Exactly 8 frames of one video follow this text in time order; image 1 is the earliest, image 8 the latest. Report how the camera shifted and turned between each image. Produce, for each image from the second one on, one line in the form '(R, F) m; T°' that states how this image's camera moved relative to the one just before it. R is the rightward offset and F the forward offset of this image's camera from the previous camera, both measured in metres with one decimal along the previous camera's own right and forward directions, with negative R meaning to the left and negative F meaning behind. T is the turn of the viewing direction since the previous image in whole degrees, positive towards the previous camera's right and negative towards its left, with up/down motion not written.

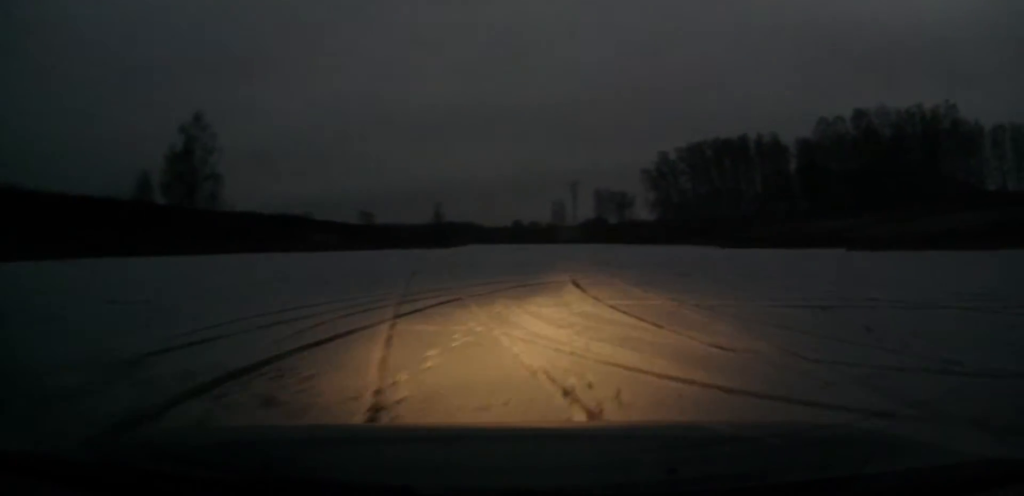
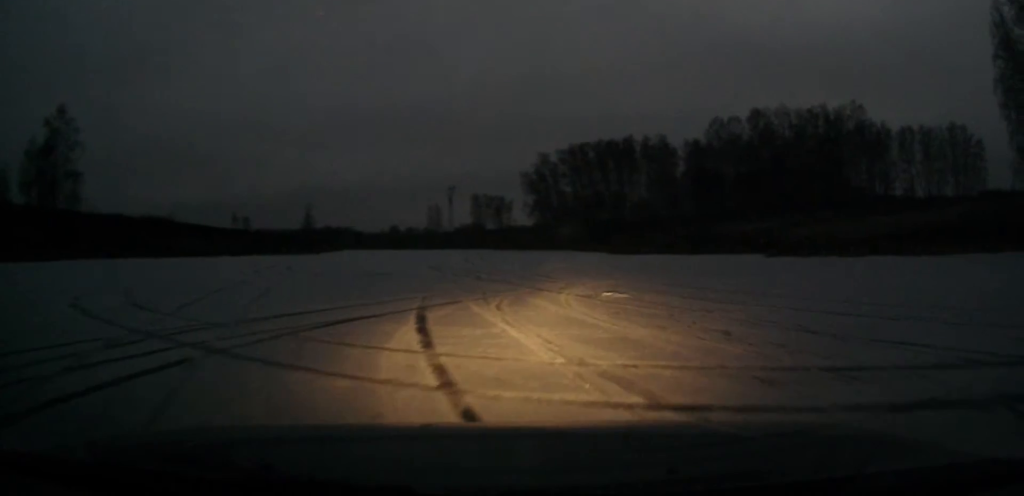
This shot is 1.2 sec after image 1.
(+1.1, +7.4) m; +11°
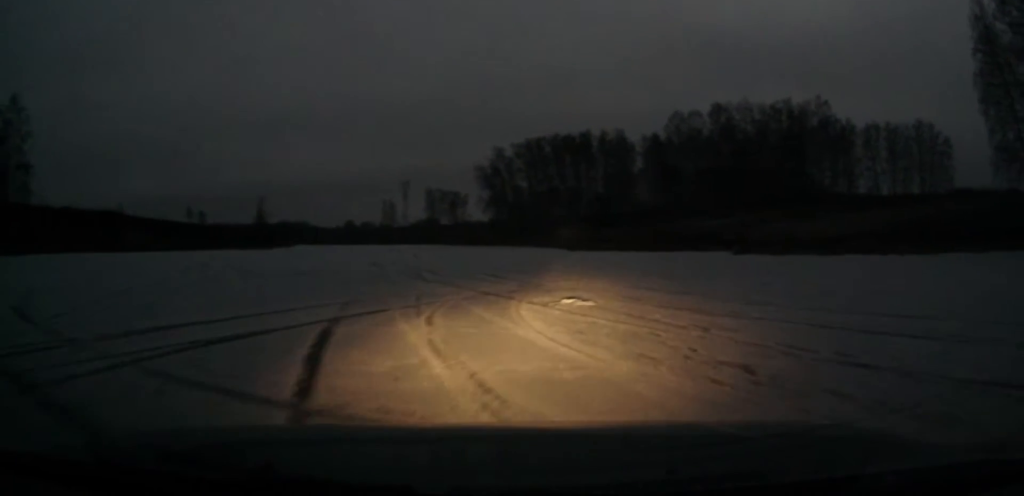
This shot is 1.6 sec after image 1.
(0.0, +2.7) m; +2°
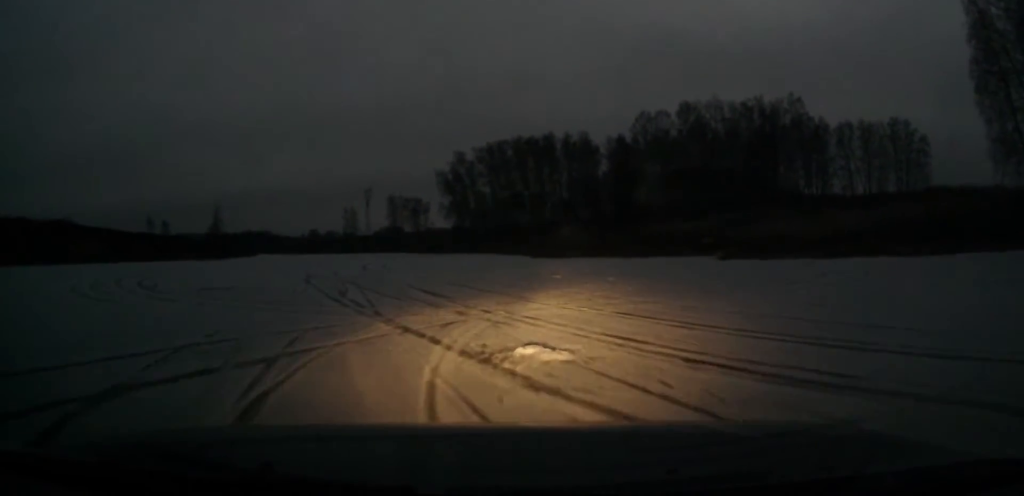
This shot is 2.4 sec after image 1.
(+0.2, +5.2) m; +6°
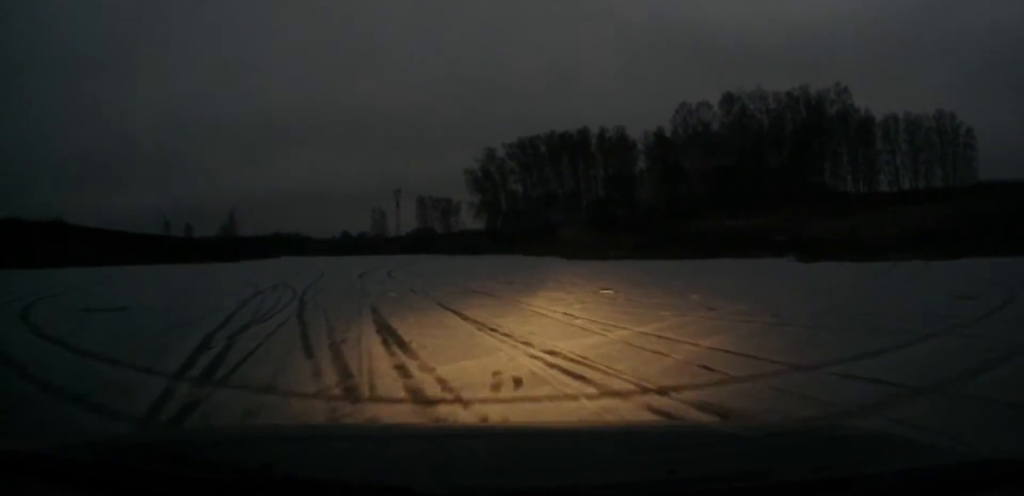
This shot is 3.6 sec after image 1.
(+0.6, +8.1) m; +3°
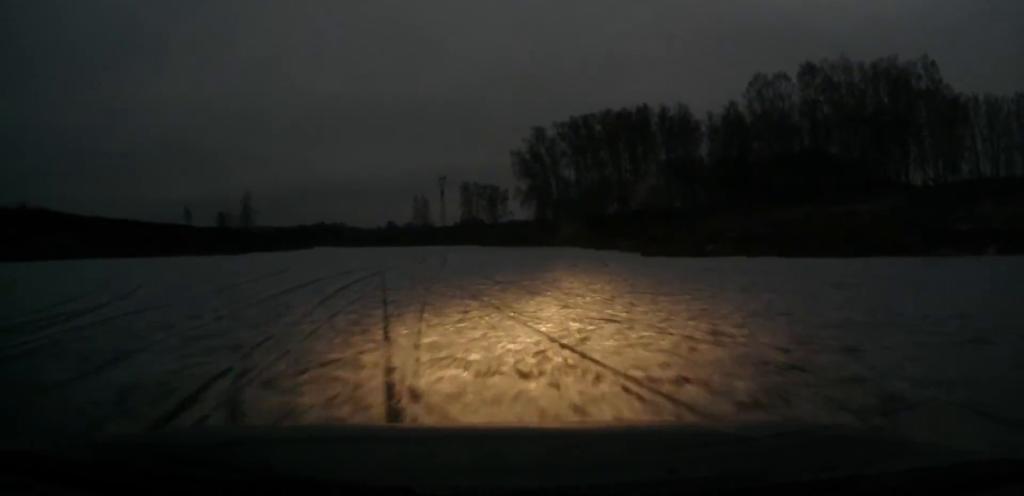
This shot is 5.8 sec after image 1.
(-1.8, +15.9) m; -10°
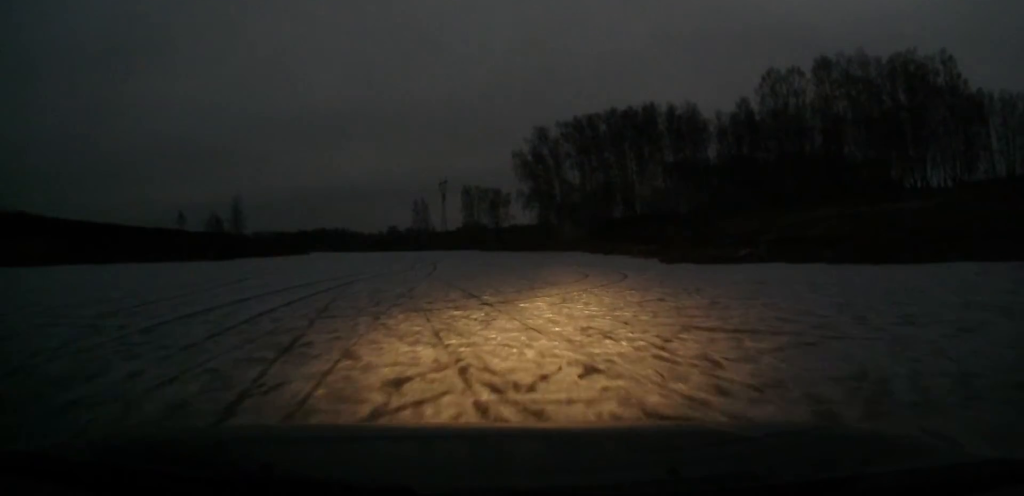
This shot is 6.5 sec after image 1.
(+0.1, +5.8) m; +1°
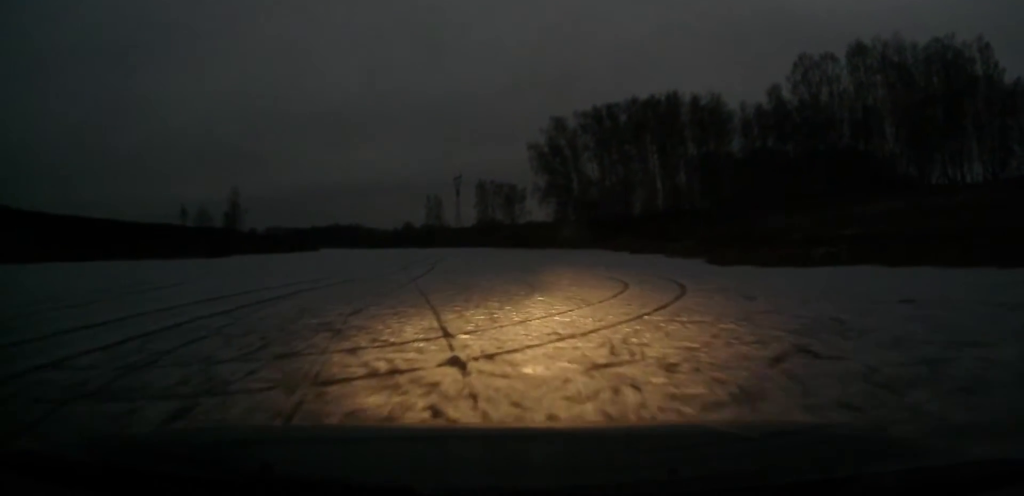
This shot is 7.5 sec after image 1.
(0.0, +7.6) m; -1°
